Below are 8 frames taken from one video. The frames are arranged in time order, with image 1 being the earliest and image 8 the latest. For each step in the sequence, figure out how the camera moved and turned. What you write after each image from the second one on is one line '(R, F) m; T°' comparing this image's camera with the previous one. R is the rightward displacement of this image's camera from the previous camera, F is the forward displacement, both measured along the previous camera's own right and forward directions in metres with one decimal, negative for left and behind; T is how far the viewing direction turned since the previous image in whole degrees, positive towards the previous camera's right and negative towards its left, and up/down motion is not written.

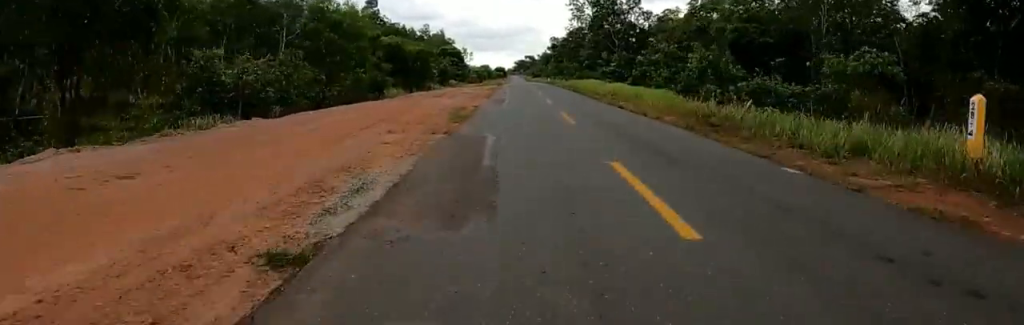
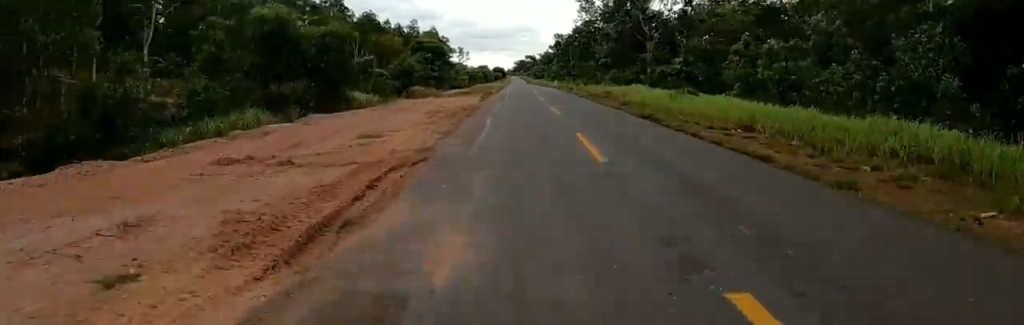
(0.0, +21.7) m; +1°
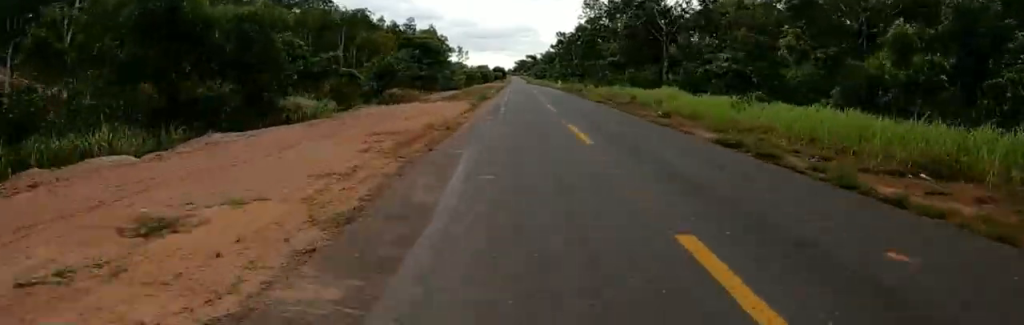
(+0.5, +7.0) m; 0°
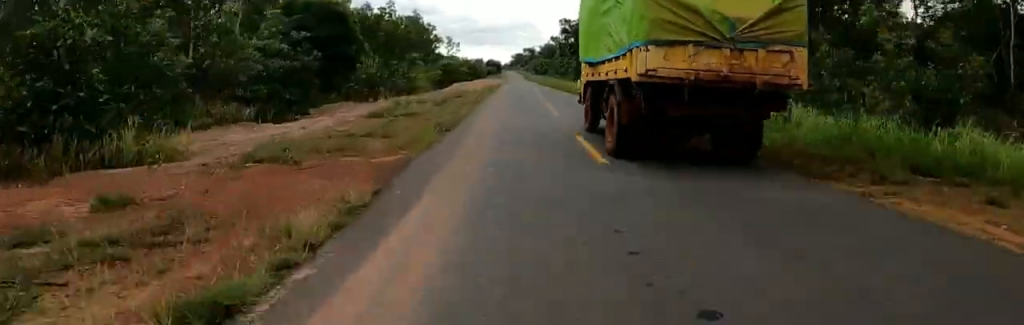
(-0.1, +26.9) m; 0°
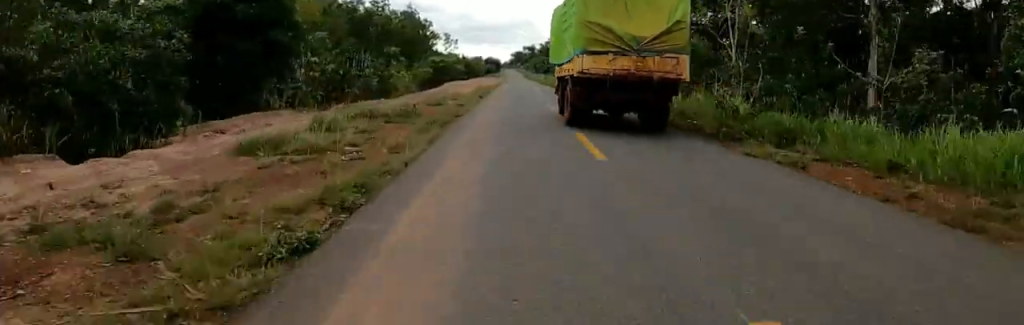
(+0.4, +8.3) m; 0°
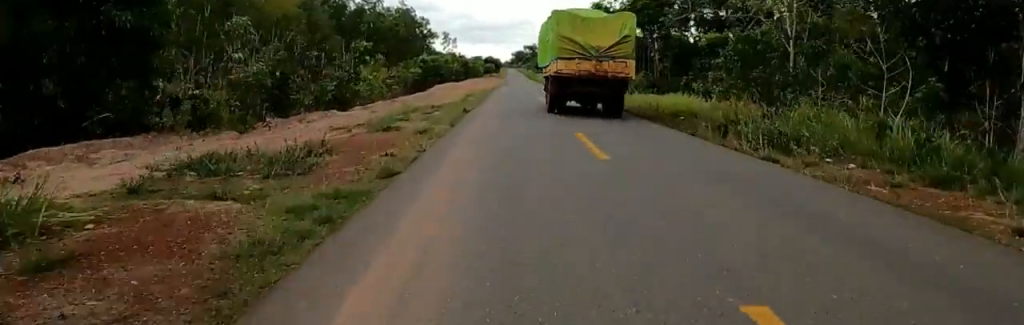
(-0.8, +8.5) m; 0°
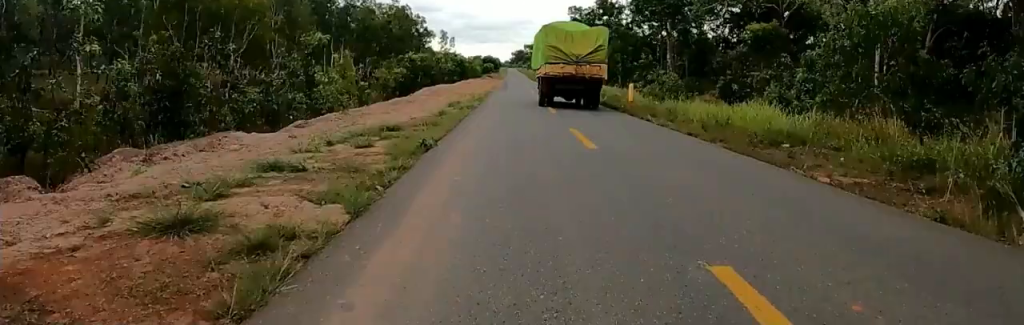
(+0.3, +7.5) m; 0°
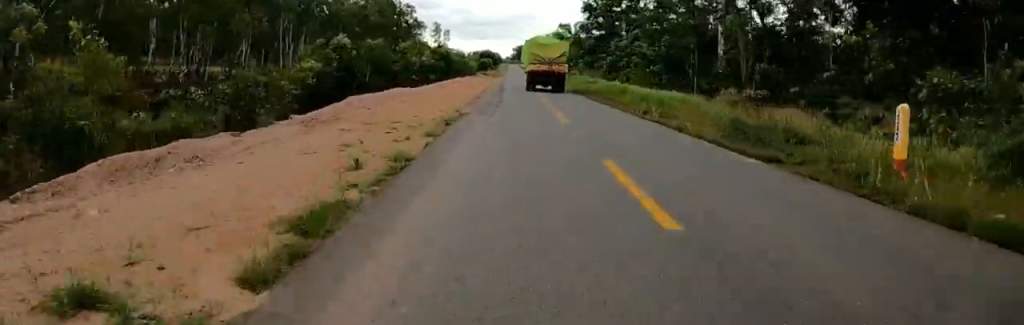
(-0.8, +21.3) m; -1°
